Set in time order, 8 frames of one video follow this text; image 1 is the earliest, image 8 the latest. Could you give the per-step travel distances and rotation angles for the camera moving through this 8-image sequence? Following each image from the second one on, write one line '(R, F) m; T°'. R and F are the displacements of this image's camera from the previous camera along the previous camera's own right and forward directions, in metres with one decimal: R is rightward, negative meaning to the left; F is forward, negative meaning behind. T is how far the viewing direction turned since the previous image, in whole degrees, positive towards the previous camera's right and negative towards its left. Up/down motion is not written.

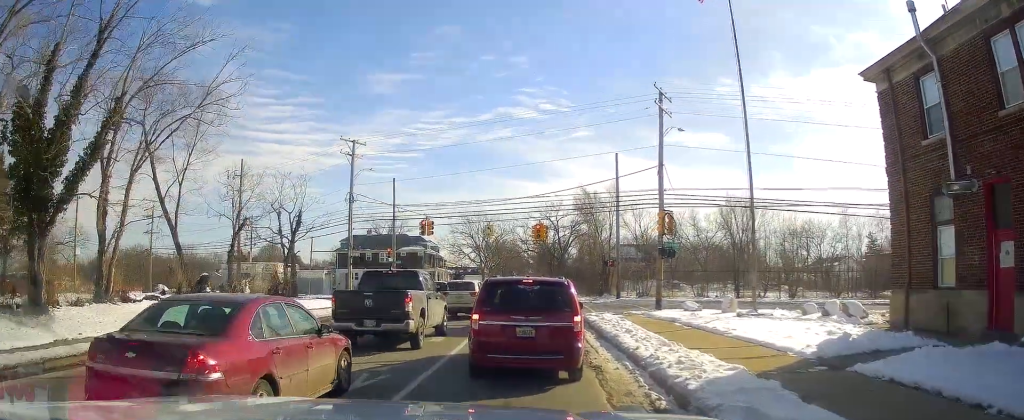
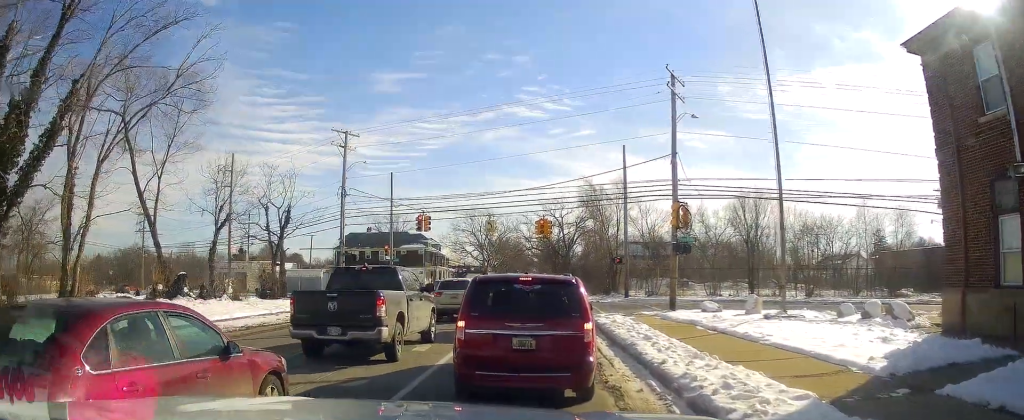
(+0.1, +3.5) m; -2°
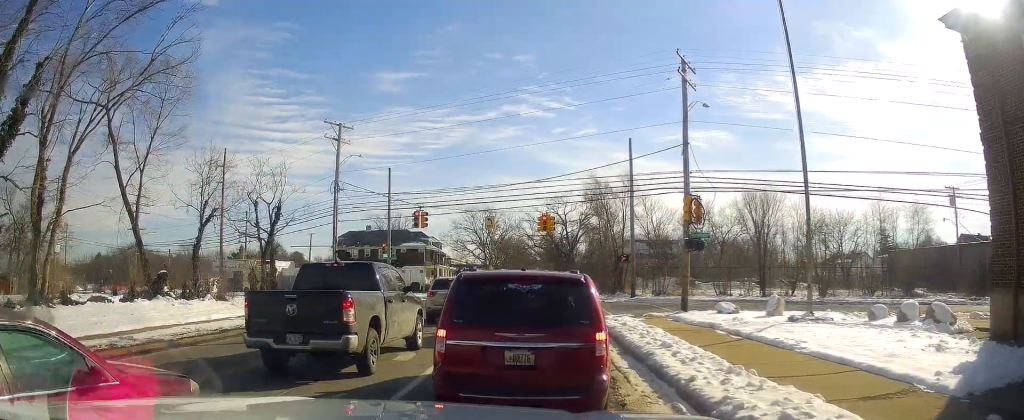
(-0.6, +3.1) m; -1°
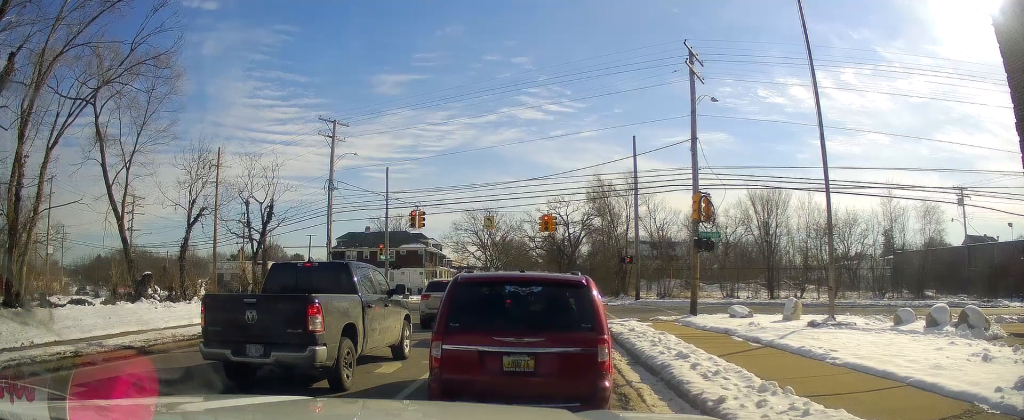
(+0.9, +2.0) m; 0°
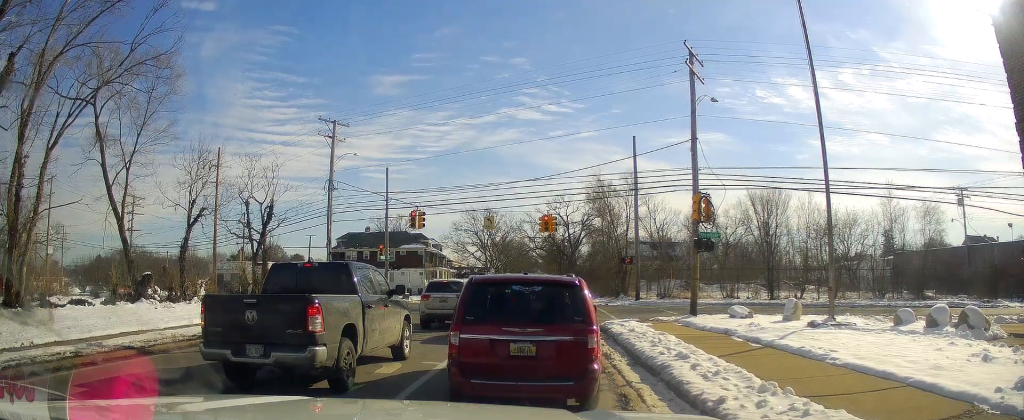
(0.0, 0.0) m; 0°
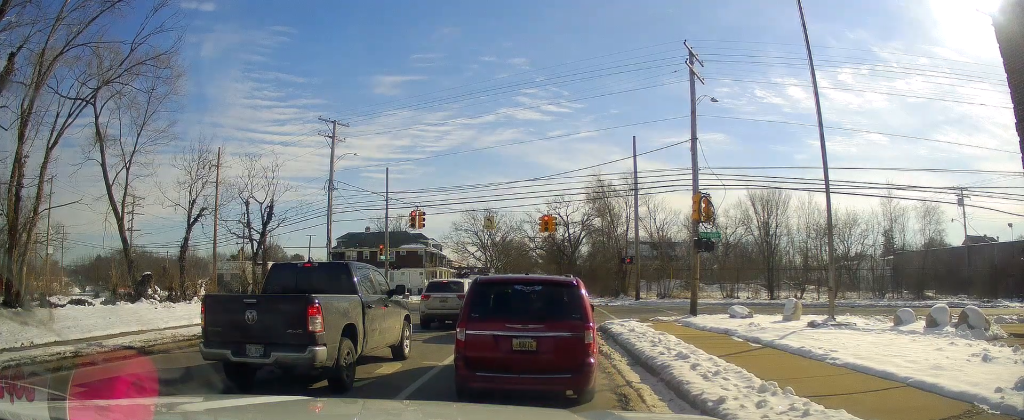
(0.0, 0.0) m; 0°
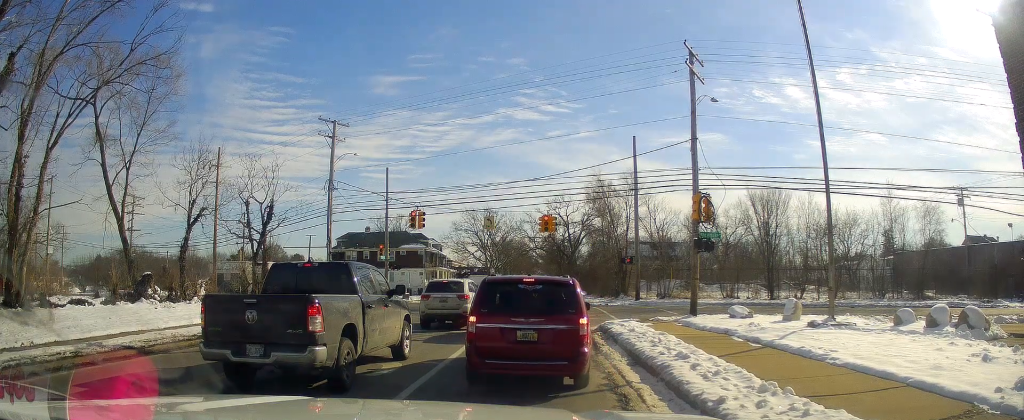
(0.0, 0.0) m; 0°
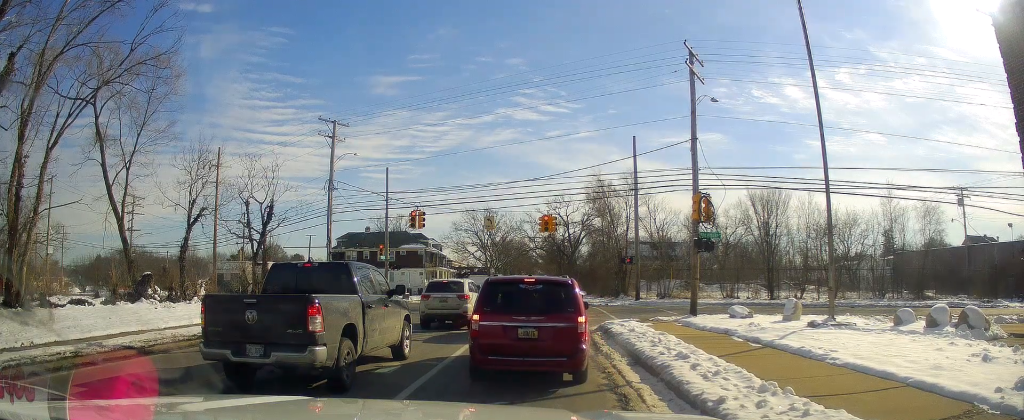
(0.0, 0.0) m; 0°
